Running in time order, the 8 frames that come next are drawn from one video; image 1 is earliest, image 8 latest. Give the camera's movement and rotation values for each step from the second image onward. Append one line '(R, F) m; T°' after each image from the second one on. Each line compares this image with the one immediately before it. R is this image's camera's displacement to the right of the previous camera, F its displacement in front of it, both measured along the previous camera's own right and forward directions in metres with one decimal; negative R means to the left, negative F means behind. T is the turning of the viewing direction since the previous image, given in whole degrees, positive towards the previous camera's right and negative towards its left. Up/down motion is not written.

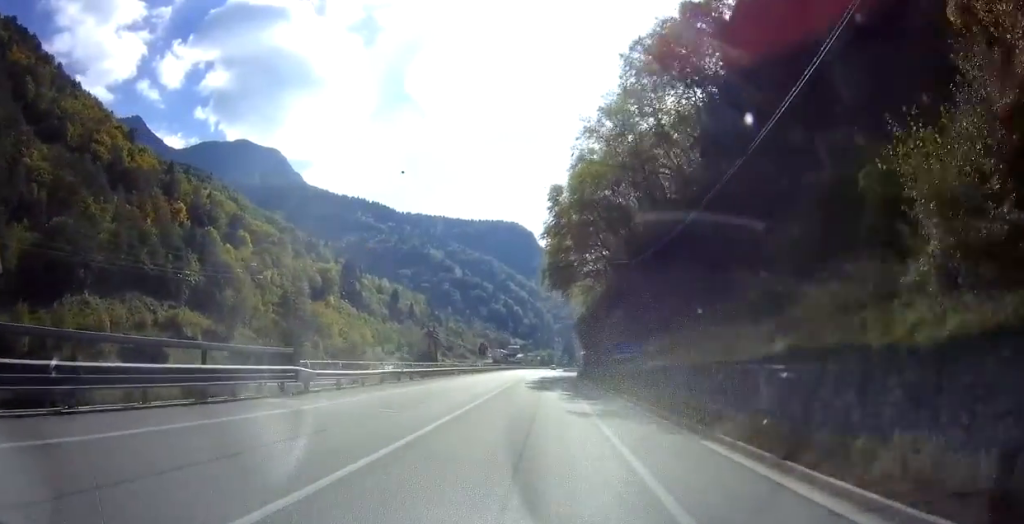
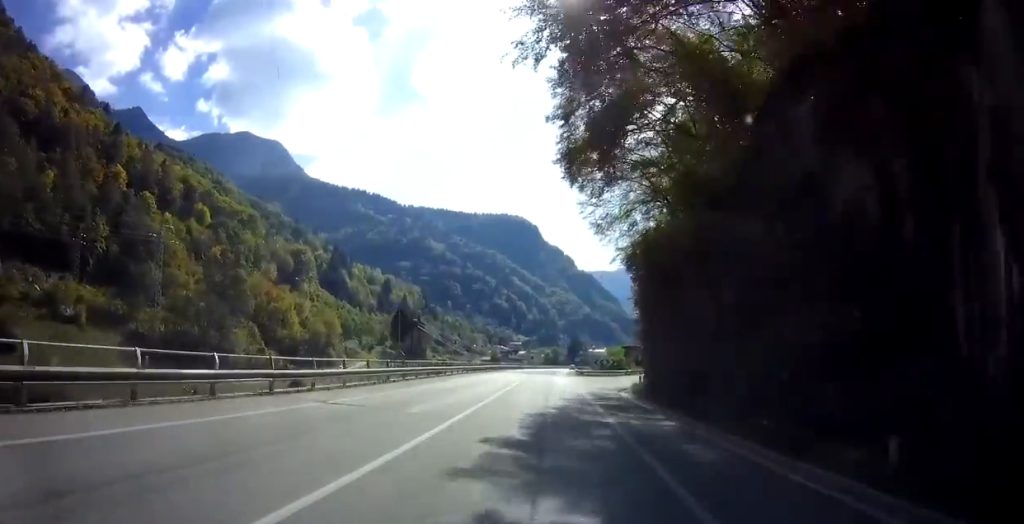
(+1.0, +42.2) m; +2°
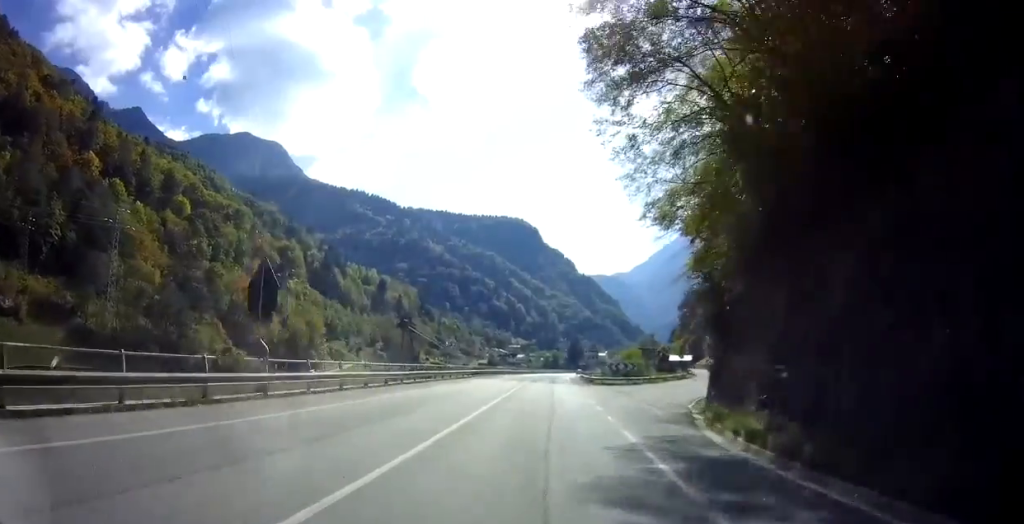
(-0.1, +16.4) m; -1°
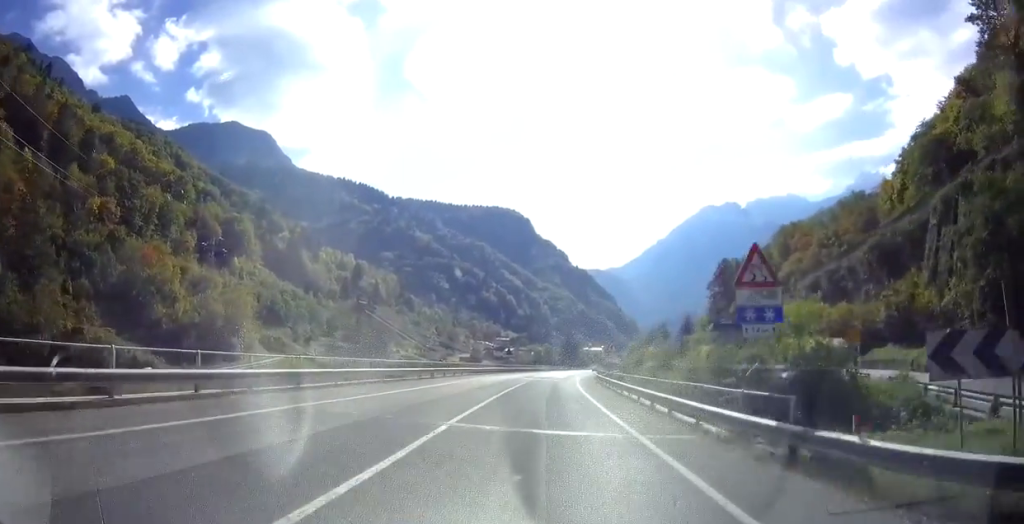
(-0.4, +44.7) m; +1°
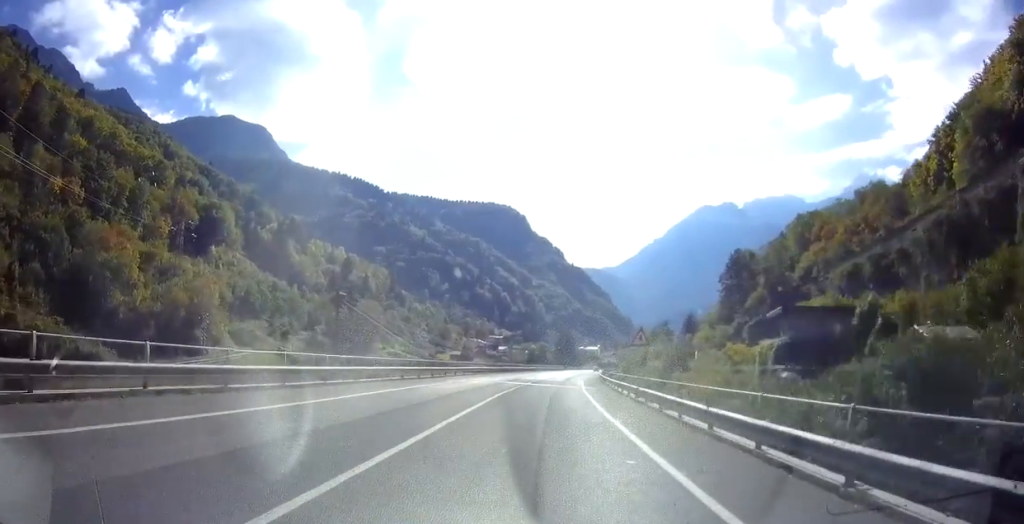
(+0.3, +13.8) m; +1°
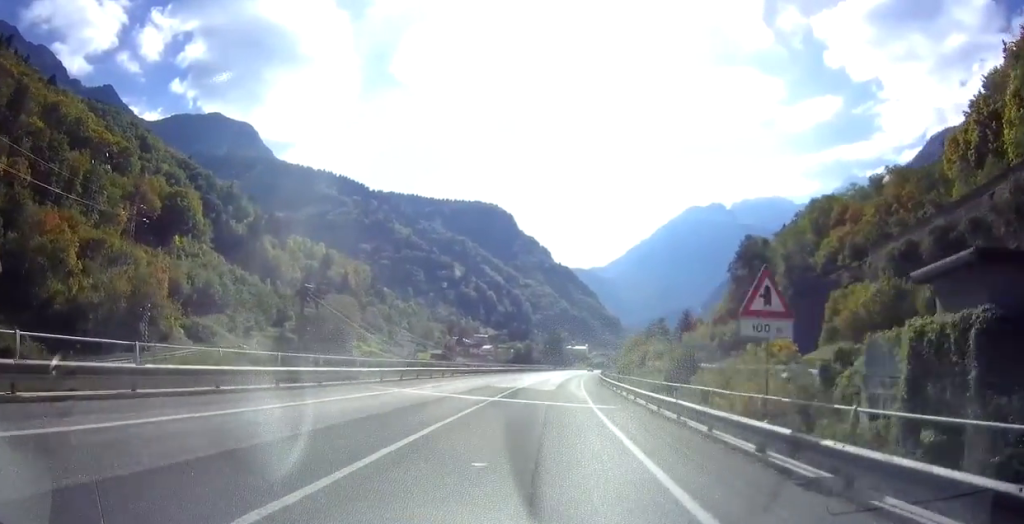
(+0.3, +16.7) m; +1°
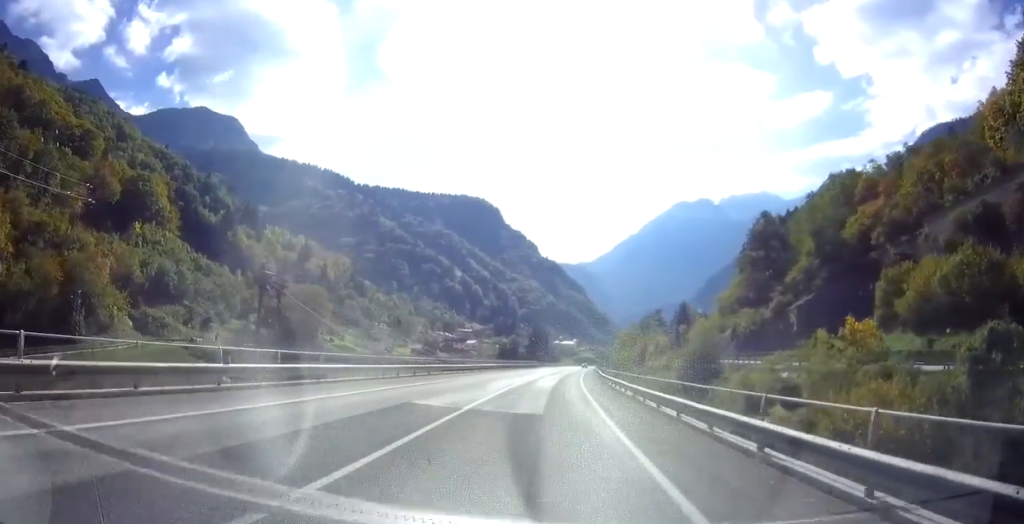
(-0.3, +15.9) m; 0°
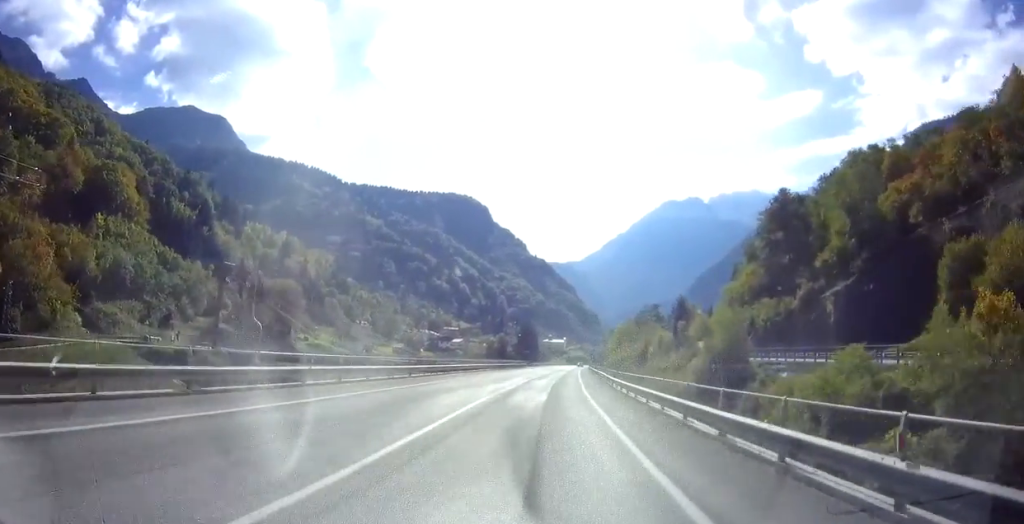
(+0.3, +13.7) m; +2°
